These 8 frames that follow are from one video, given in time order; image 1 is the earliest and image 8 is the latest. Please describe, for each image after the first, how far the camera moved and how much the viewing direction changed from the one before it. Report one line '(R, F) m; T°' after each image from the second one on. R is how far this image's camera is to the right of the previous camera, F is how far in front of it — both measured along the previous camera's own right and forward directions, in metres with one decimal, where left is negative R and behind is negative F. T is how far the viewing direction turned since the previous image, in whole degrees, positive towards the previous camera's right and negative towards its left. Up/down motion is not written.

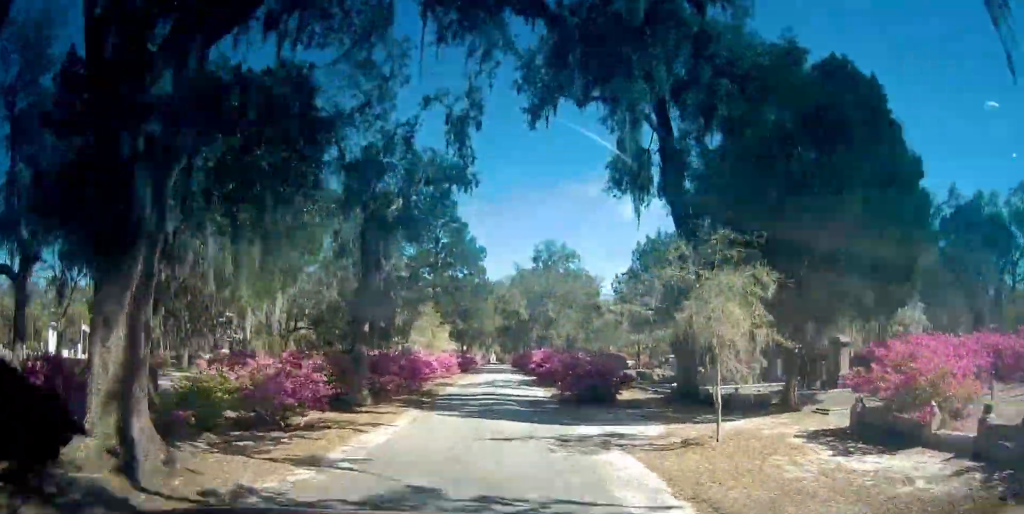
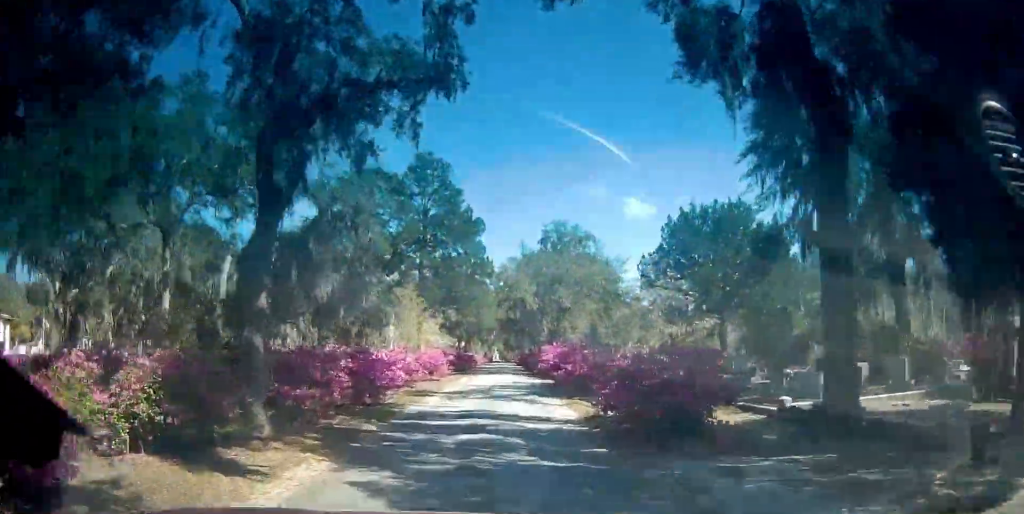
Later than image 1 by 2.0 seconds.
(0.0, +9.1) m; -1°
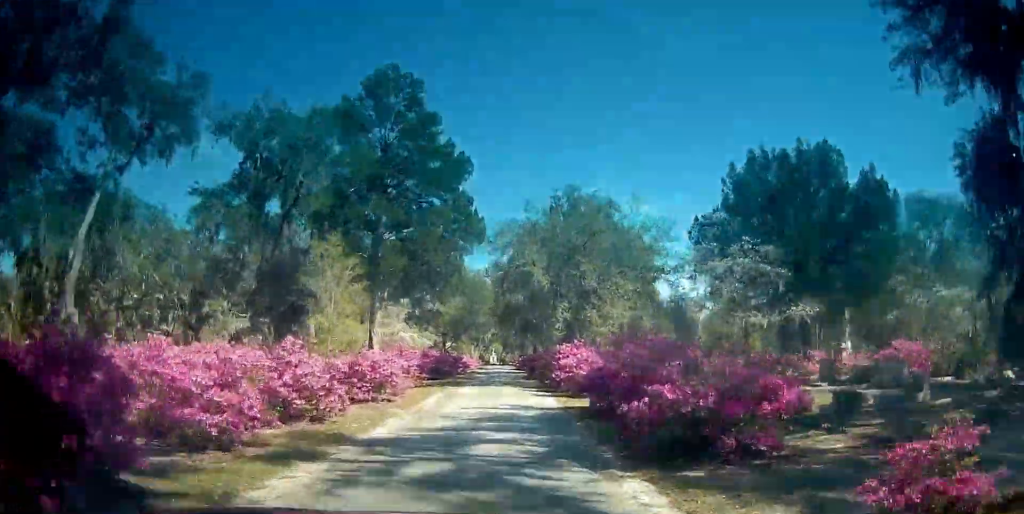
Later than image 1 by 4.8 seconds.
(-0.1, +12.7) m; -2°
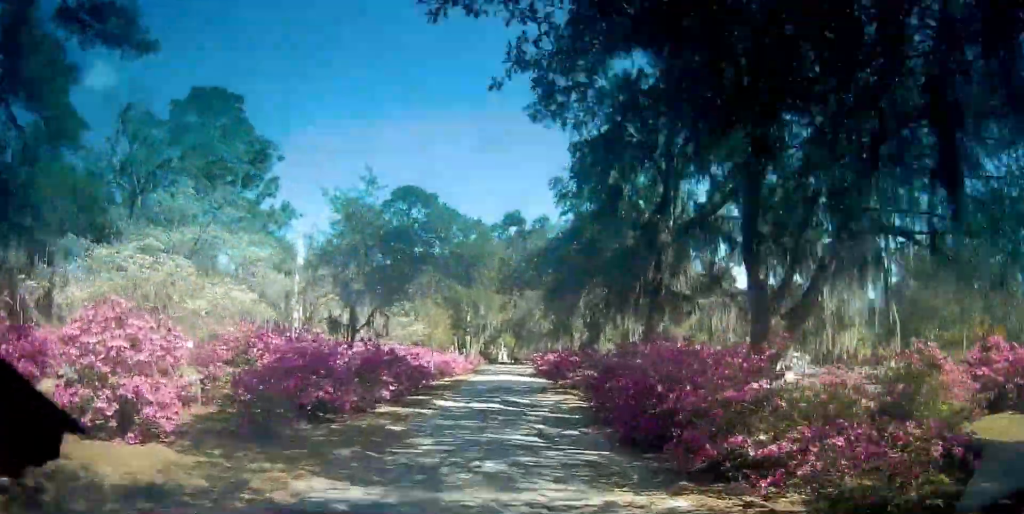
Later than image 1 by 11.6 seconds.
(-0.3, +31.2) m; 0°
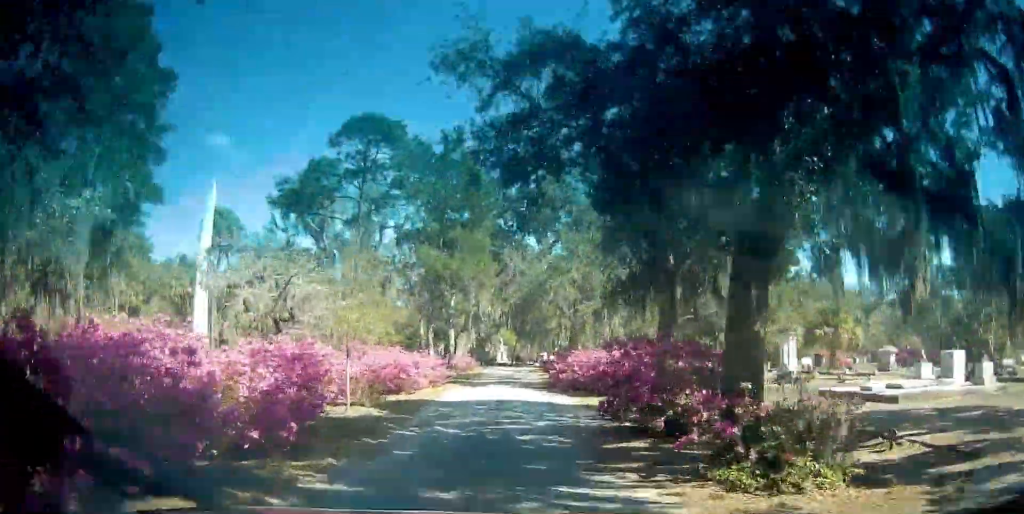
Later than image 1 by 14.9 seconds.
(+0.1, +15.2) m; 0°
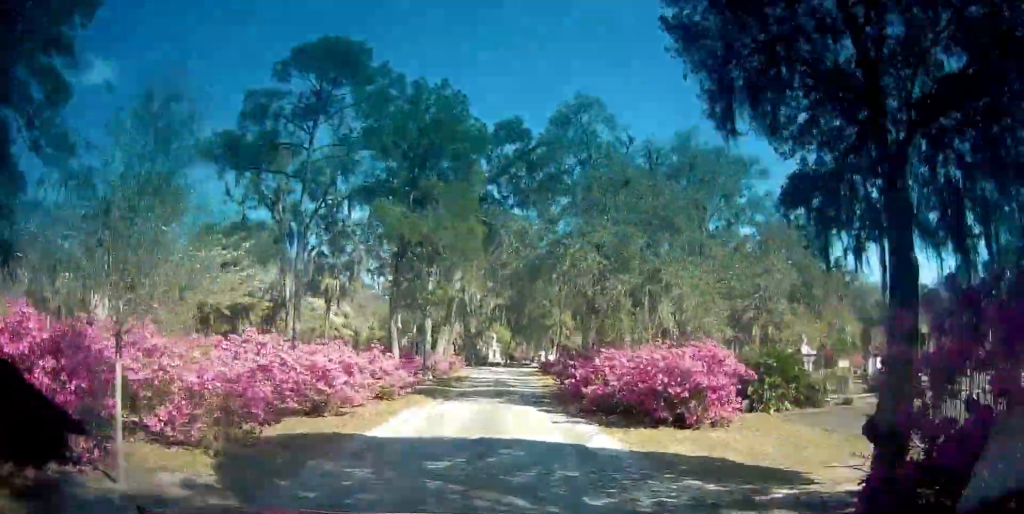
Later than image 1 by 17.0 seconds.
(+0.1, +9.0) m; 0°
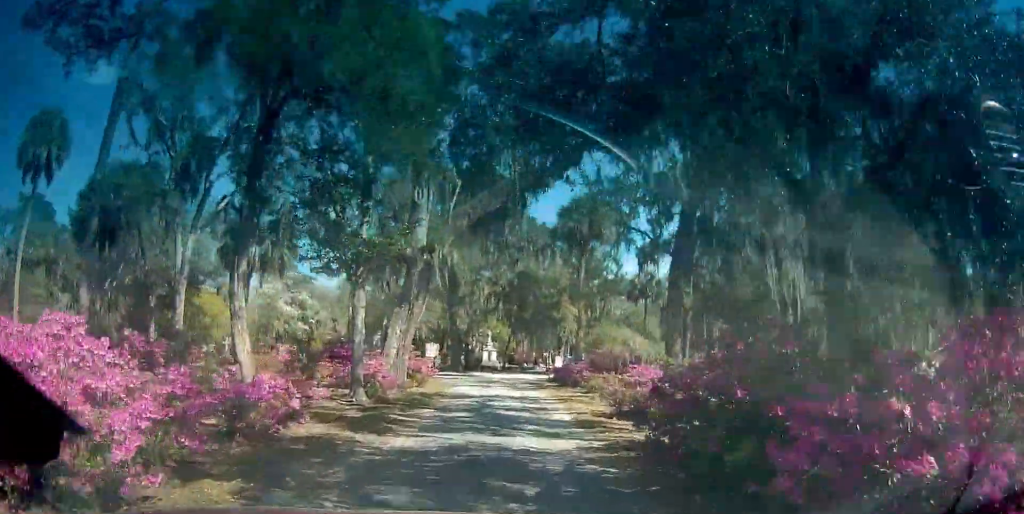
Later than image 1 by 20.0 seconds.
(-0.1, +13.2) m; +1°
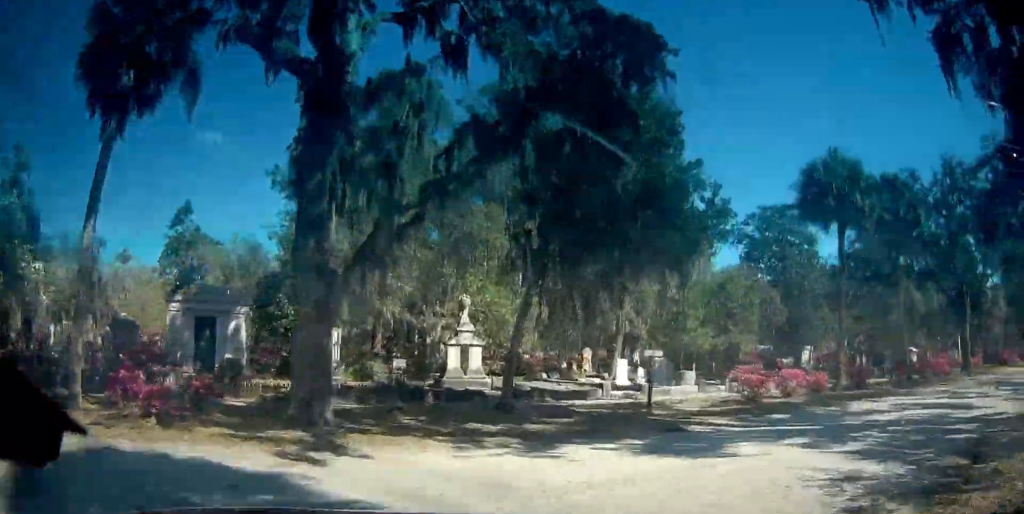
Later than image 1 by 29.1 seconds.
(+3.4, +33.9) m; +35°
